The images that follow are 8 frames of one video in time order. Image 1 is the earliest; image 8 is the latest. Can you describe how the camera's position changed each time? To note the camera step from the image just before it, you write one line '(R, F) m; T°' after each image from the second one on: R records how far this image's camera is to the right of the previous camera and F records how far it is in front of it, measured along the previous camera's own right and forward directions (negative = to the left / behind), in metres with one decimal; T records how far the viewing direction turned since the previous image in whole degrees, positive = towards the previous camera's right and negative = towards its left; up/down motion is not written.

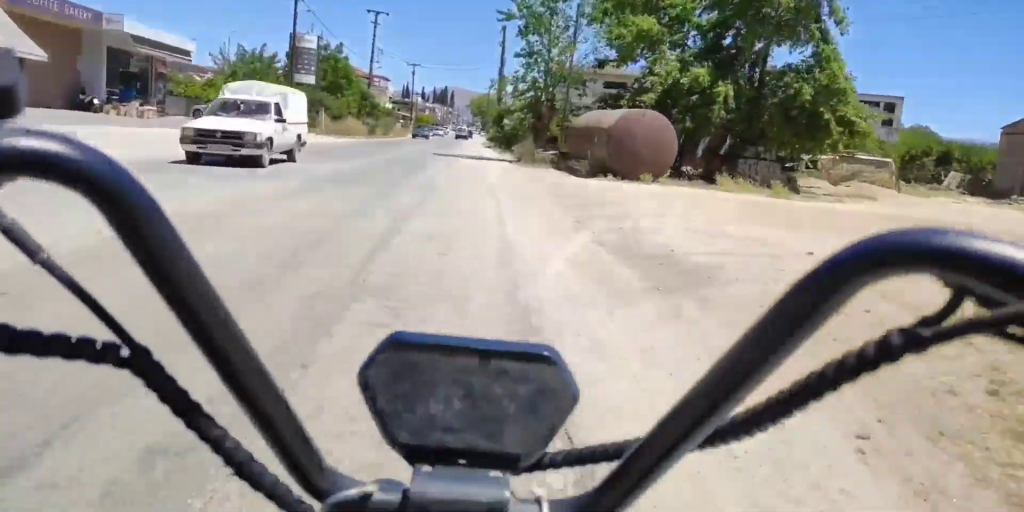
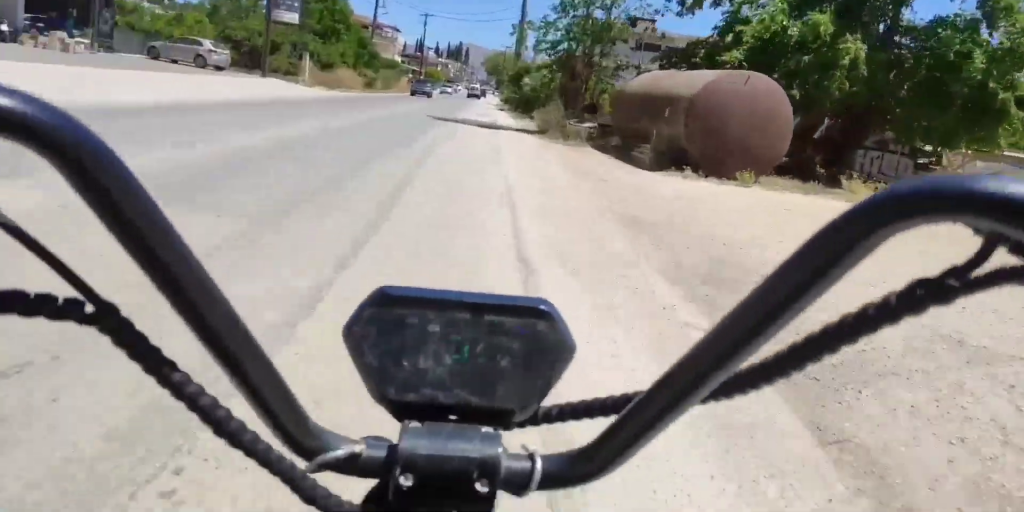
(-0.1, +7.6) m; -1°
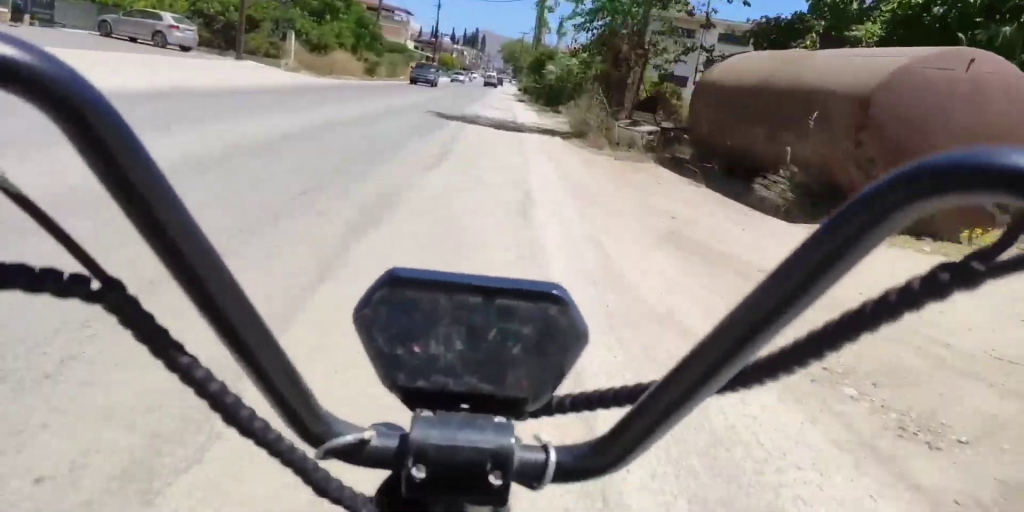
(+0.1, +6.5) m; 0°
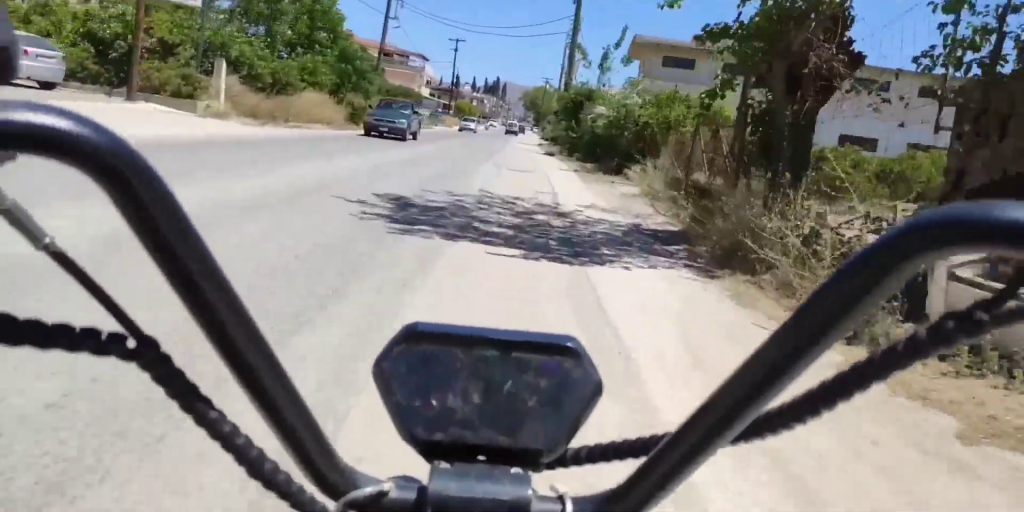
(0.0, +11.9) m; 0°
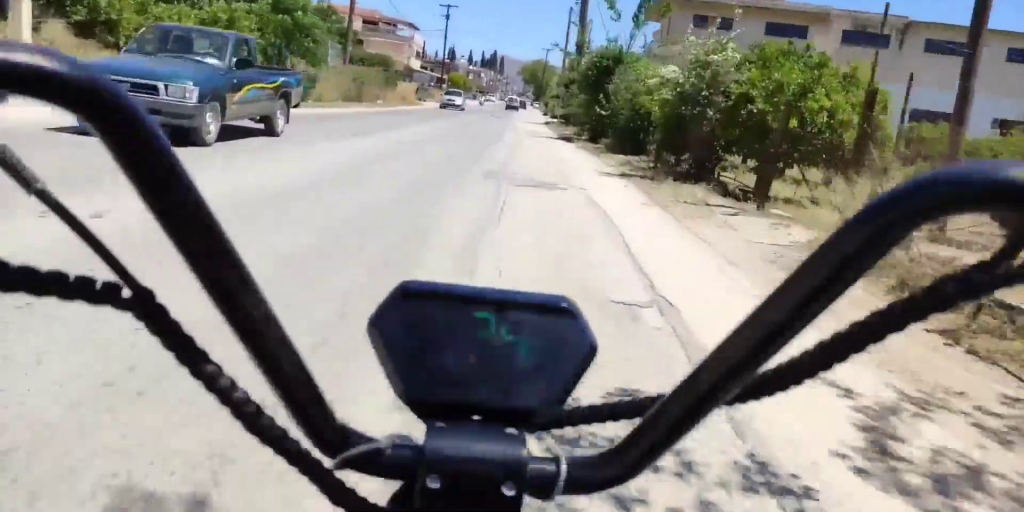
(-0.1, +9.7) m; -1°
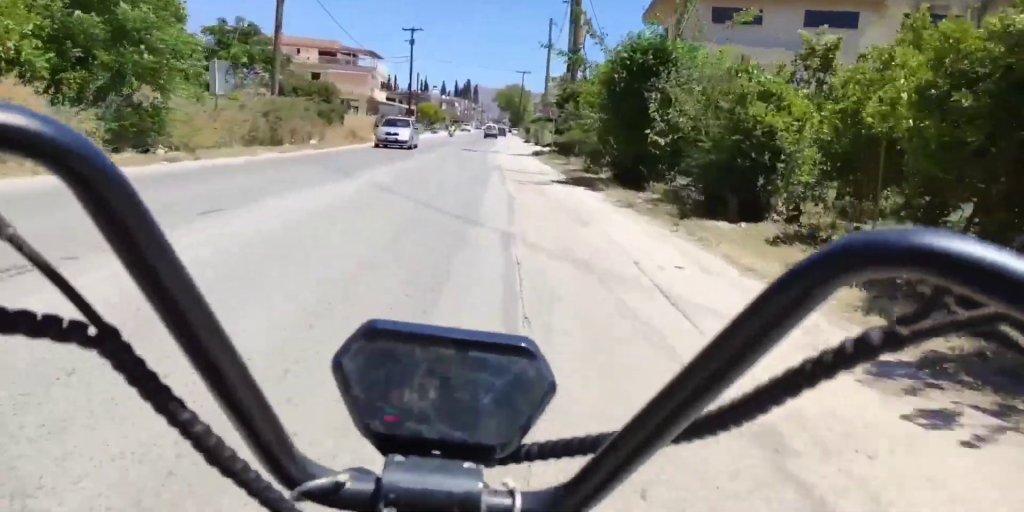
(0.0, +10.8) m; +1°
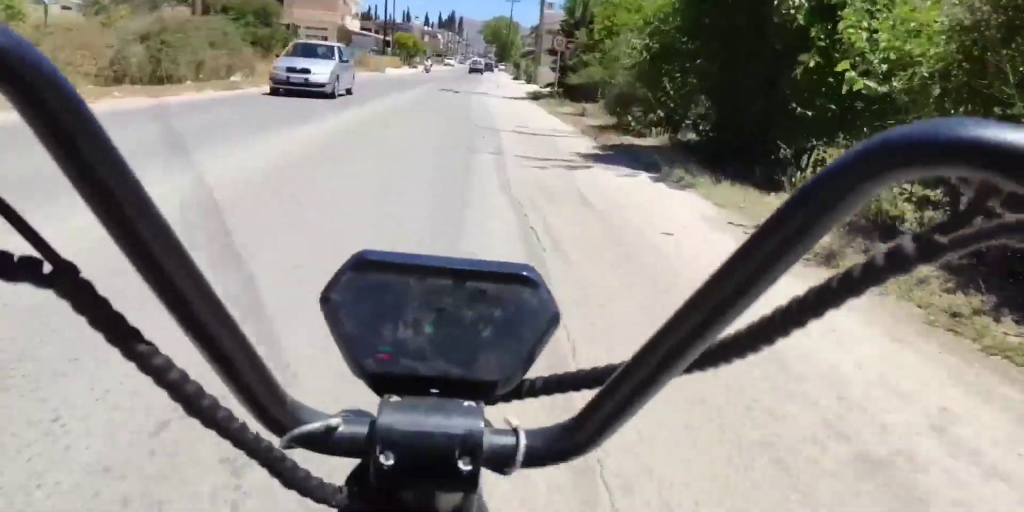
(-0.1, +7.5) m; +1°
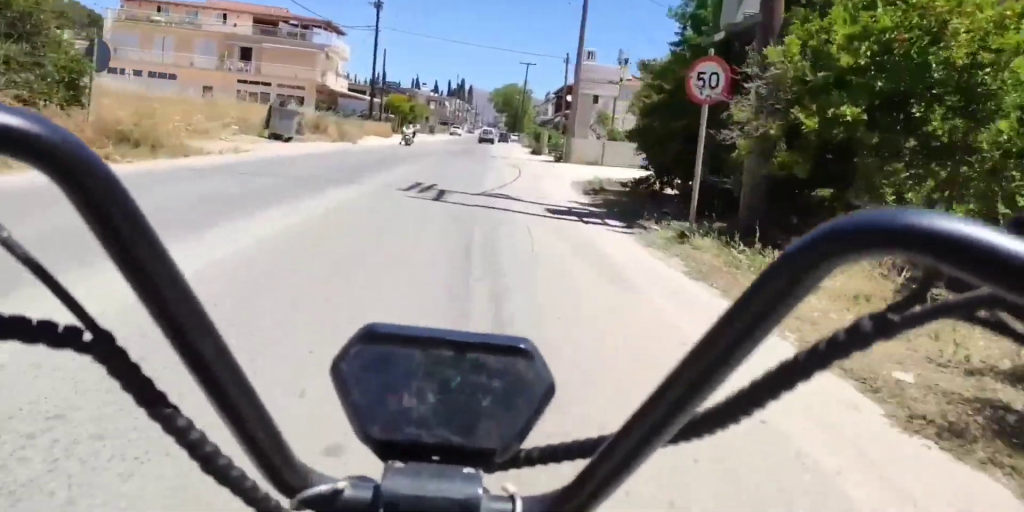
(+0.4, +17.5) m; +1°
